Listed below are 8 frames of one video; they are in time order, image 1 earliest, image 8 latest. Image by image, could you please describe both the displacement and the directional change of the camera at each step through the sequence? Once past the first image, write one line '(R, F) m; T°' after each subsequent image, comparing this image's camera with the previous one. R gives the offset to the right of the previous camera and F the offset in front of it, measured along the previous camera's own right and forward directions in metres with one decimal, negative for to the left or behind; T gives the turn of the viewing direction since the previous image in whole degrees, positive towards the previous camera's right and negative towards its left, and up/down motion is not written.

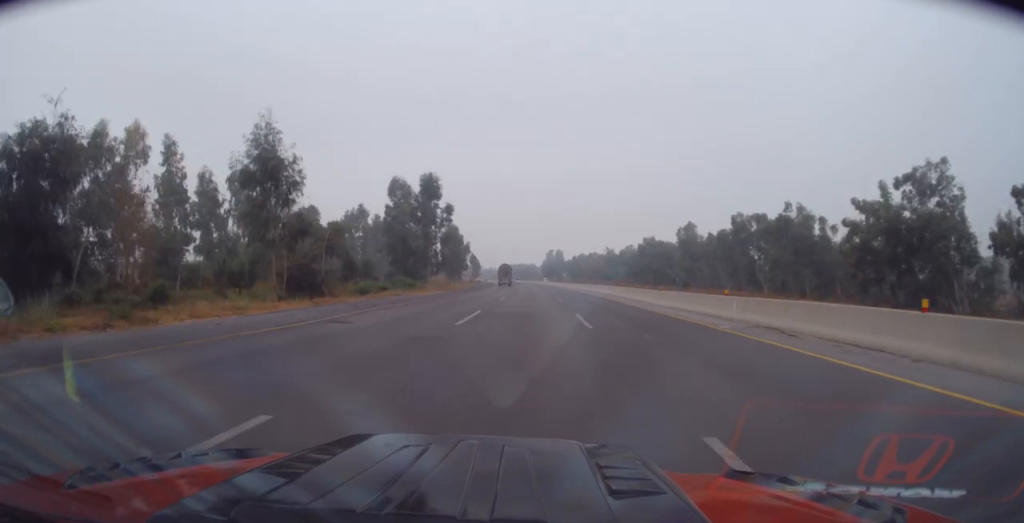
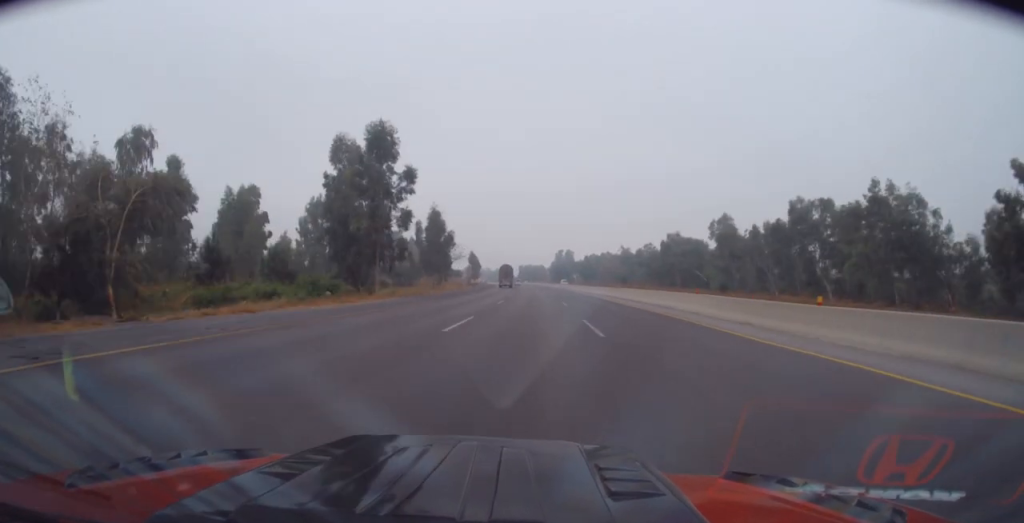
(-0.3, +21.1) m; -1°
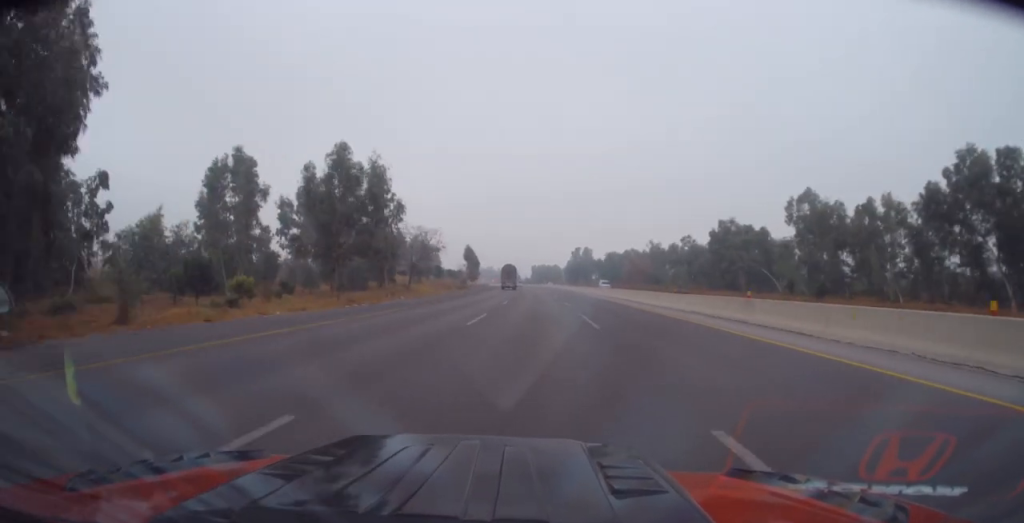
(-0.2, +32.7) m; 0°
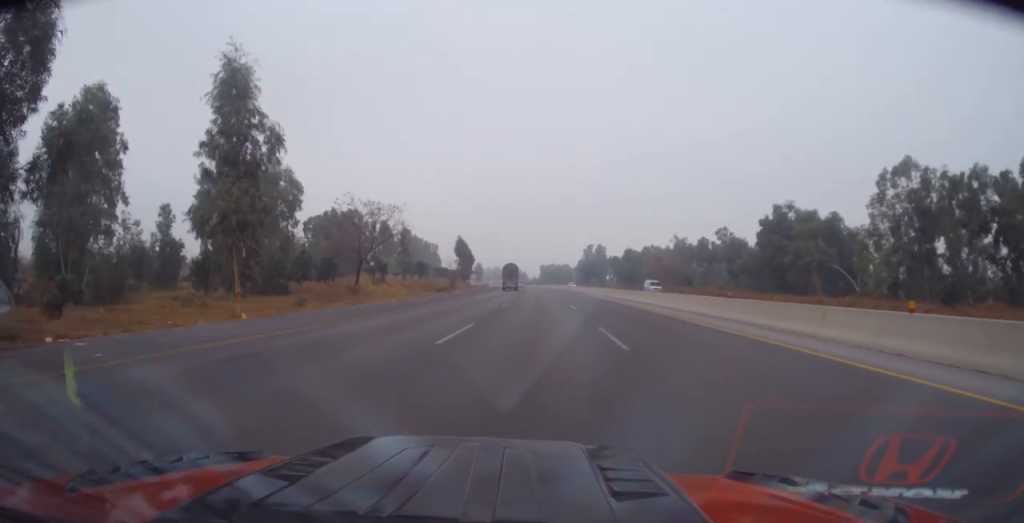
(0.0, +23.3) m; -1°
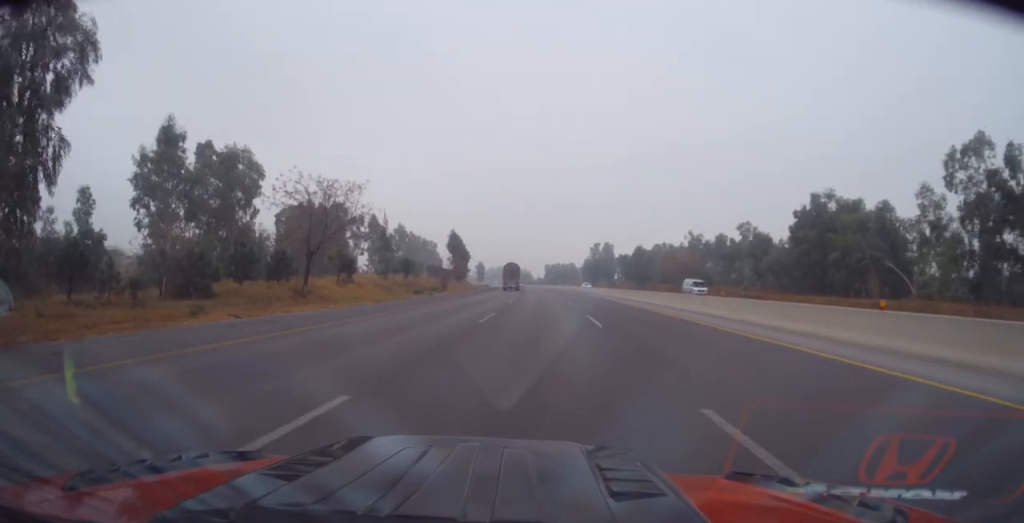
(+0.3, +11.6) m; -1°
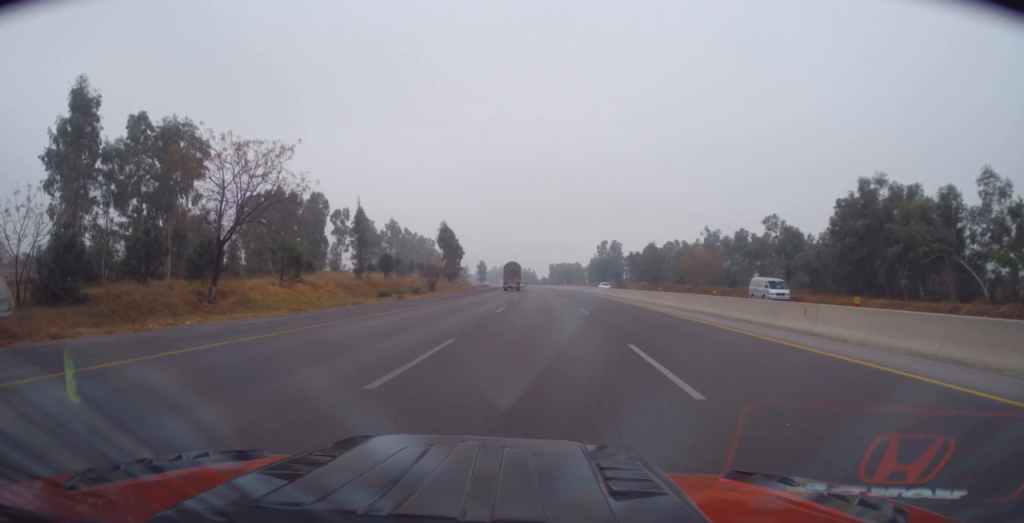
(-0.4, +11.6) m; -1°
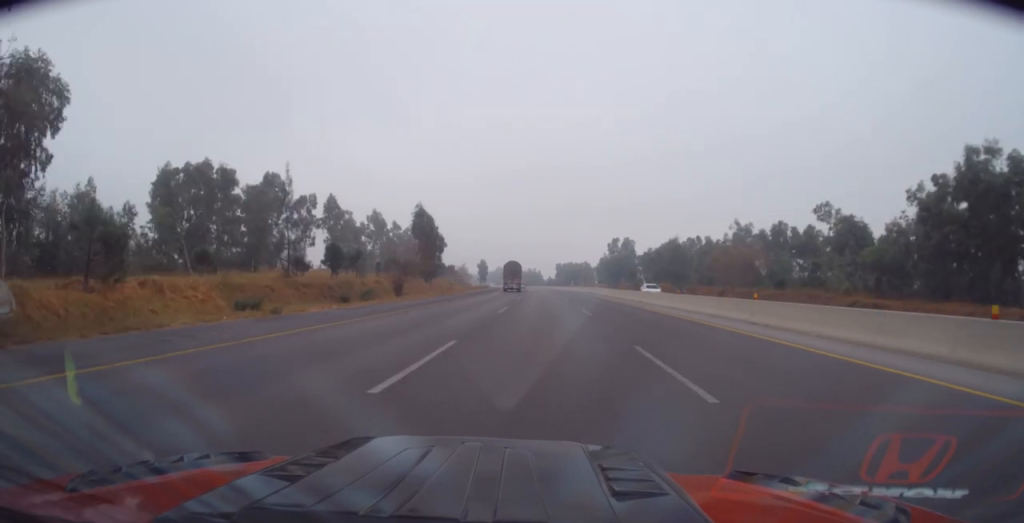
(-0.4, +18.2) m; -1°
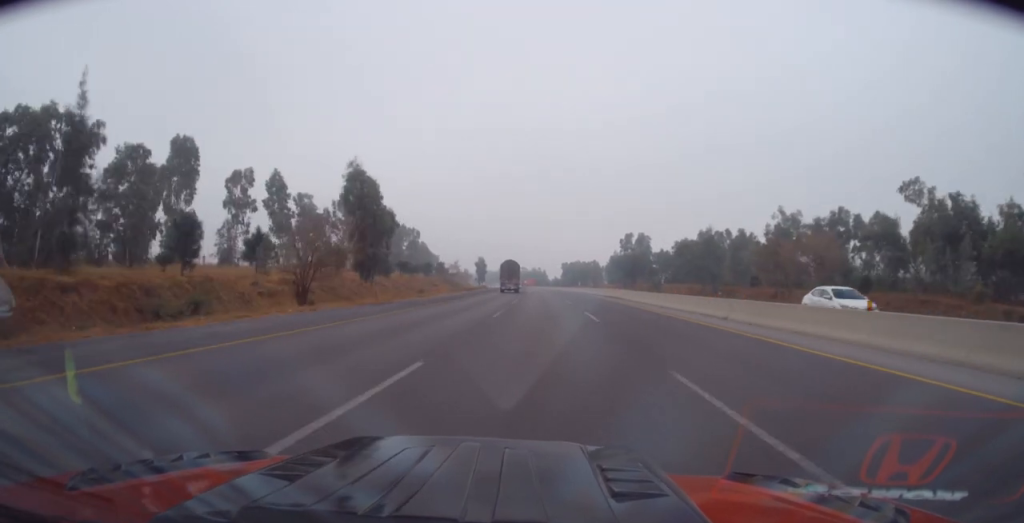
(+0.2, +21.5) m; +1°
